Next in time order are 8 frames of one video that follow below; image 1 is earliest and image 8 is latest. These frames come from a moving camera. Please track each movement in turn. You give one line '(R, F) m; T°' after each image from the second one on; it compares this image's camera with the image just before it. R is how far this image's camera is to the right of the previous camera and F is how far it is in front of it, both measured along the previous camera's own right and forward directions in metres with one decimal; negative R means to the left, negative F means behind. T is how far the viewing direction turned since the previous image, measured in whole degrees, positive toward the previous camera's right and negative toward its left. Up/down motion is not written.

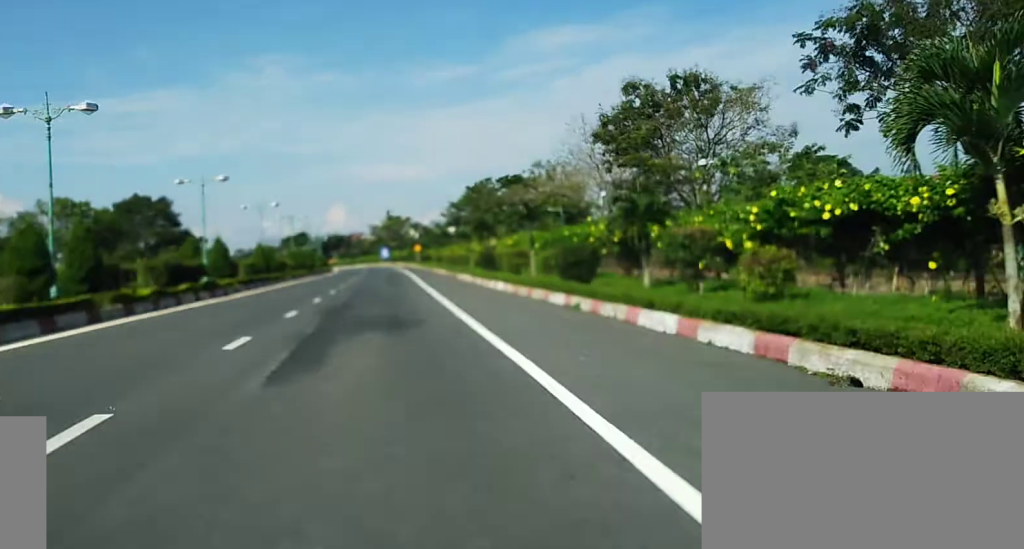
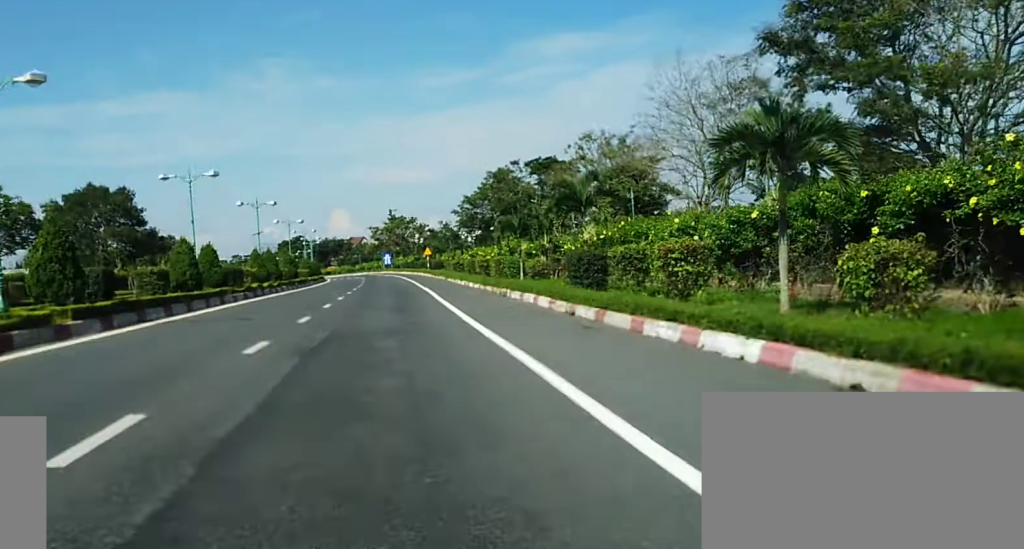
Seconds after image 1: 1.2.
(-0.1, +23.7) m; 0°
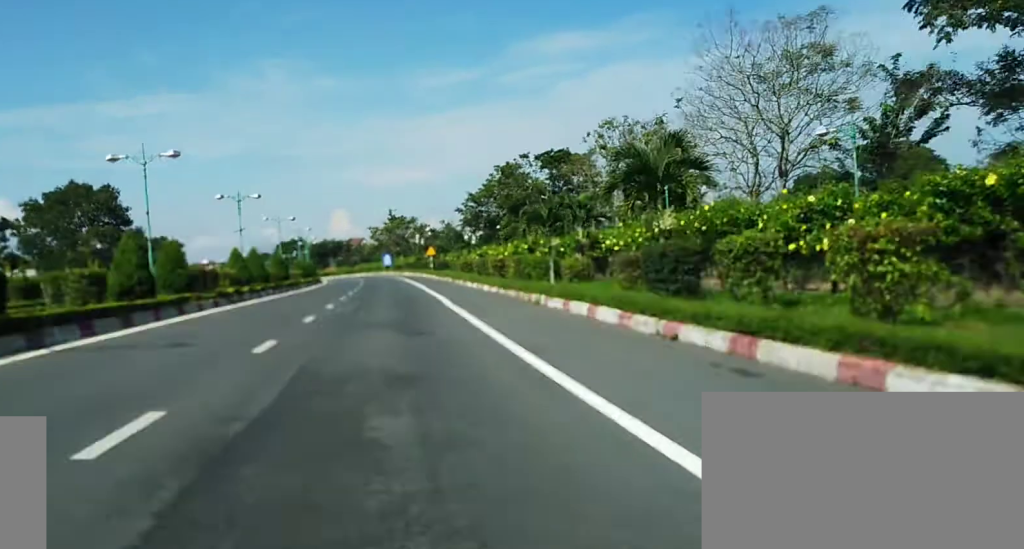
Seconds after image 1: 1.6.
(0.0, +7.9) m; 0°
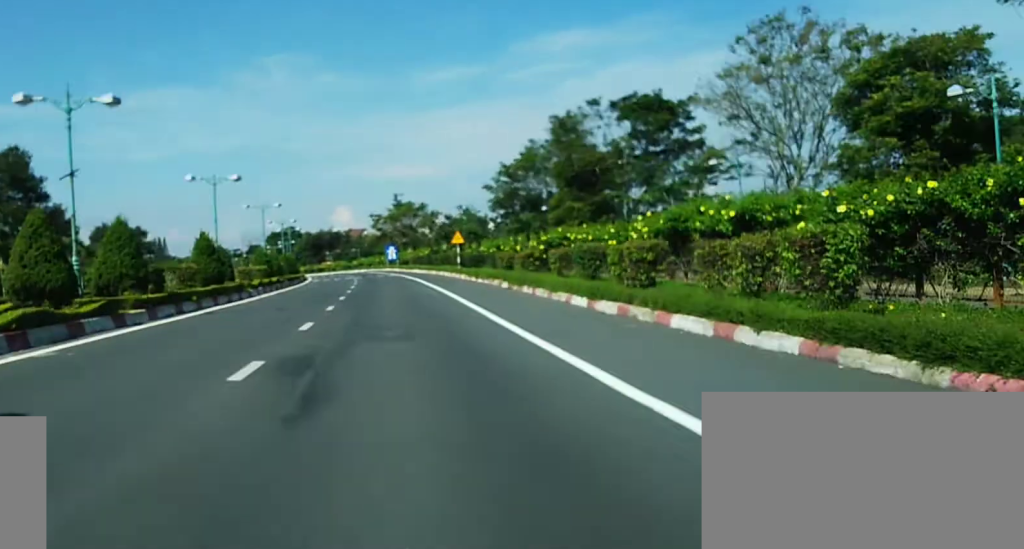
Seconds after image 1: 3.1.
(-0.1, +28.6) m; 0°
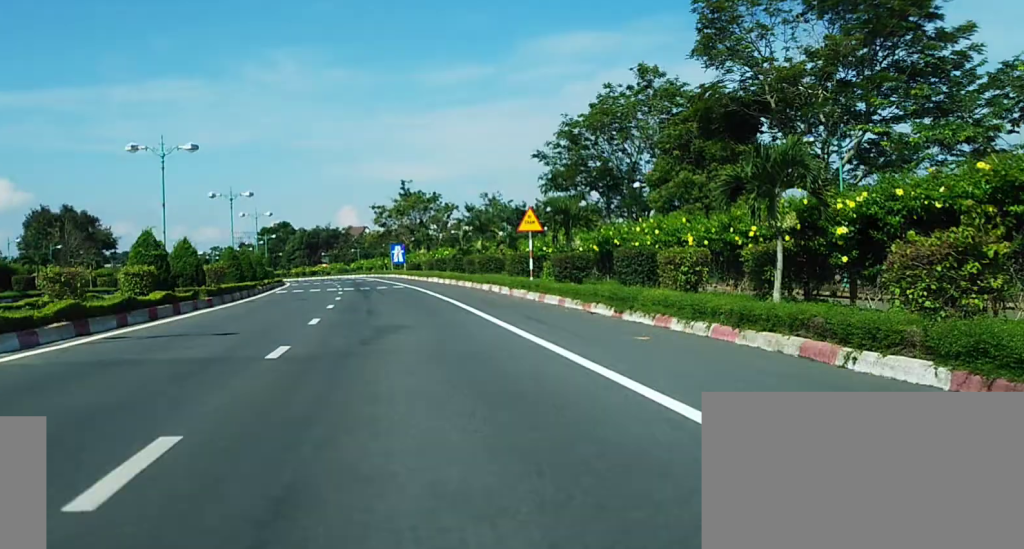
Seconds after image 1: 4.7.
(0.0, +30.4) m; 0°
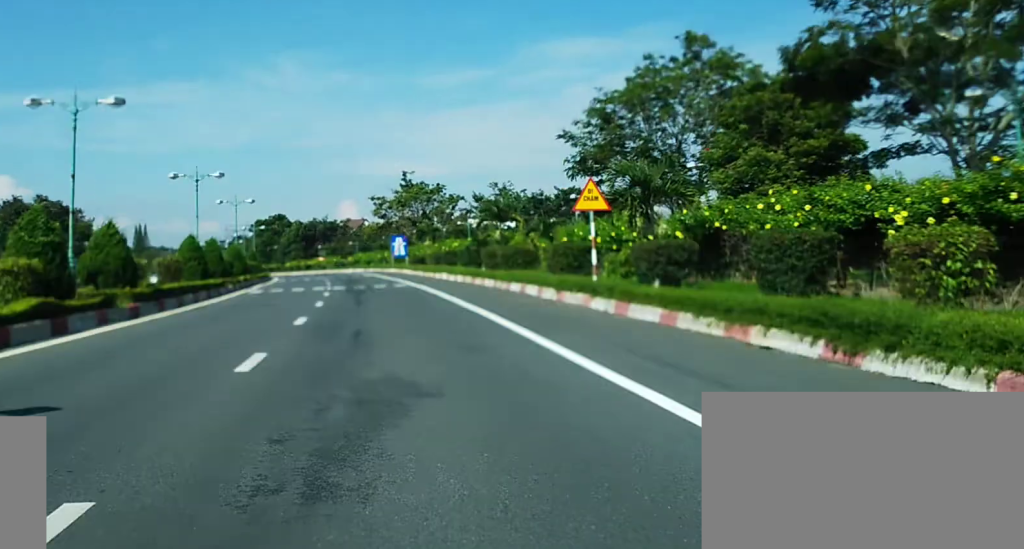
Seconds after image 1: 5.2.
(0.0, +9.9) m; 0°
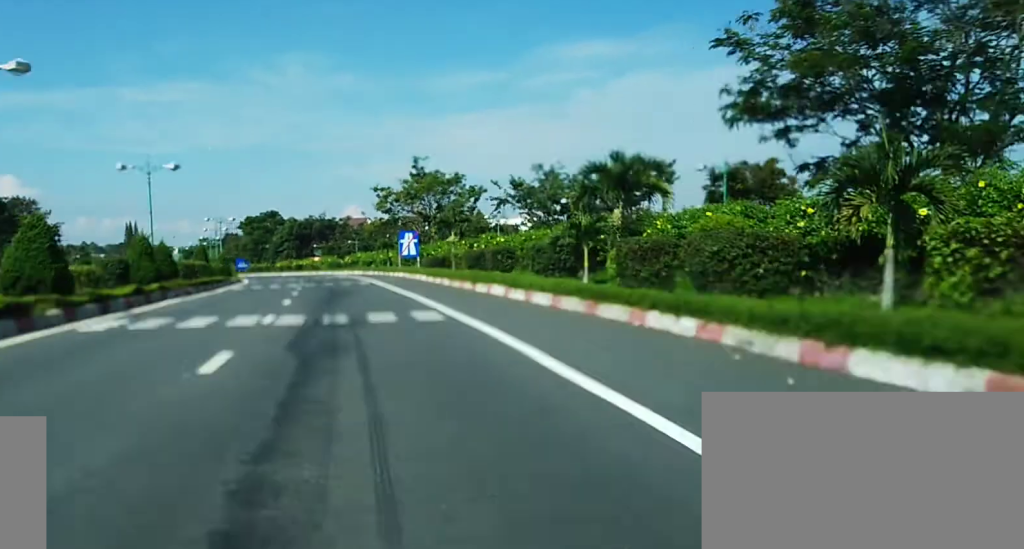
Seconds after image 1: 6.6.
(-0.2, +24.3) m; -1°
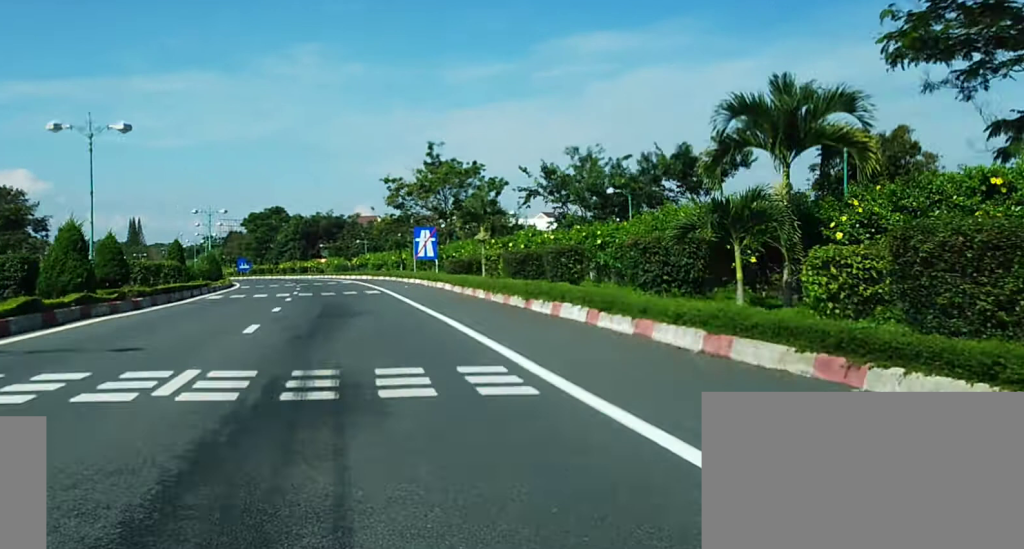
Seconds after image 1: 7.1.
(0.0, +9.6) m; -1°
